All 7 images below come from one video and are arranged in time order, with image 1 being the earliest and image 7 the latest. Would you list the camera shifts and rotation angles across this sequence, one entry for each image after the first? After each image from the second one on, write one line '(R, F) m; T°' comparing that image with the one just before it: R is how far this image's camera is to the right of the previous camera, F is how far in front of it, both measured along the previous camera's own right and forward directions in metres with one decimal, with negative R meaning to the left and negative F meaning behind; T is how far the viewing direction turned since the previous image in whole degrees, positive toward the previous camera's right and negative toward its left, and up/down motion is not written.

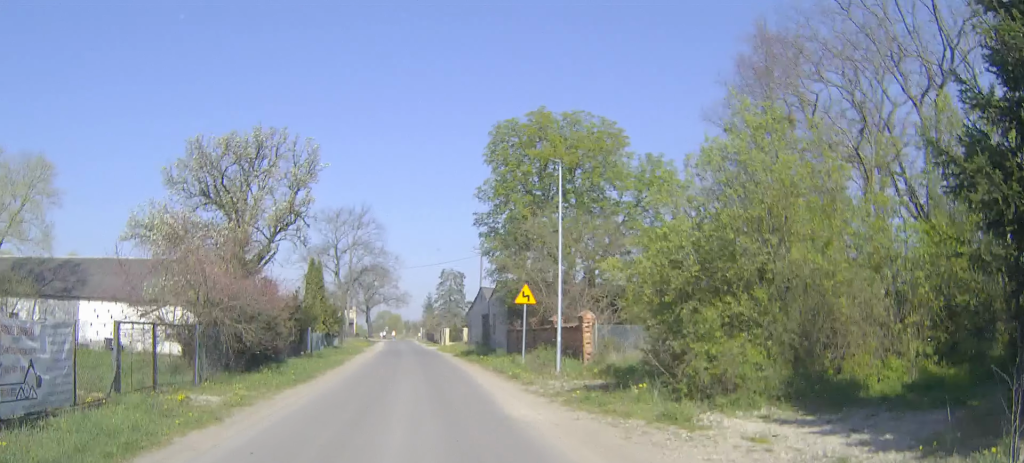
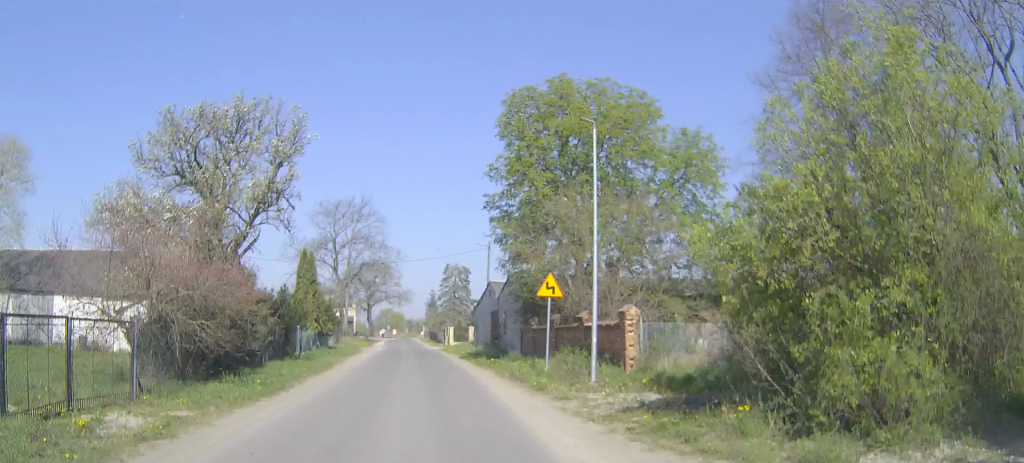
(0.0, +4.2) m; 0°
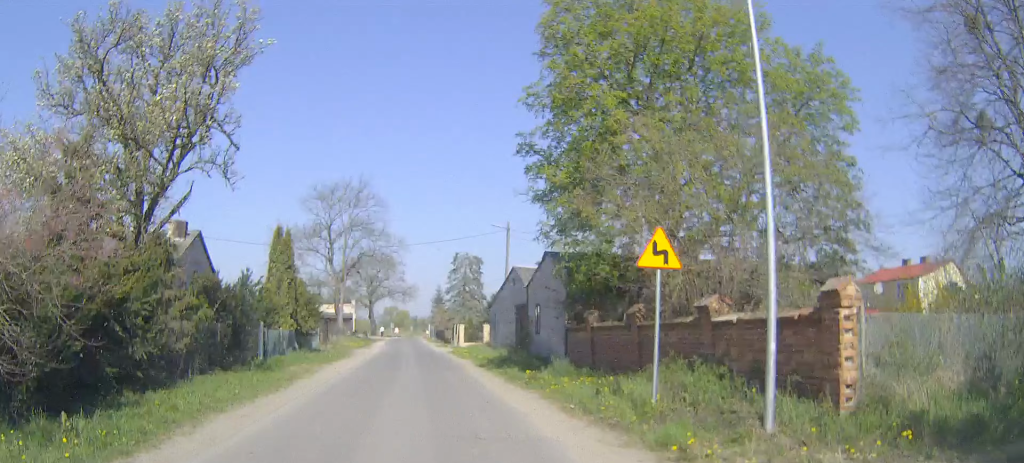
(-0.1, +8.9) m; -1°
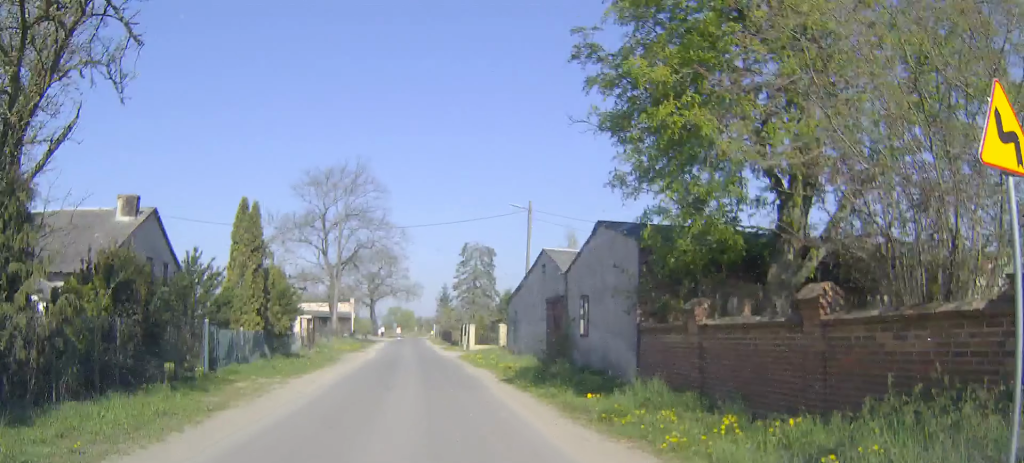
(0.0, +7.1) m; 0°
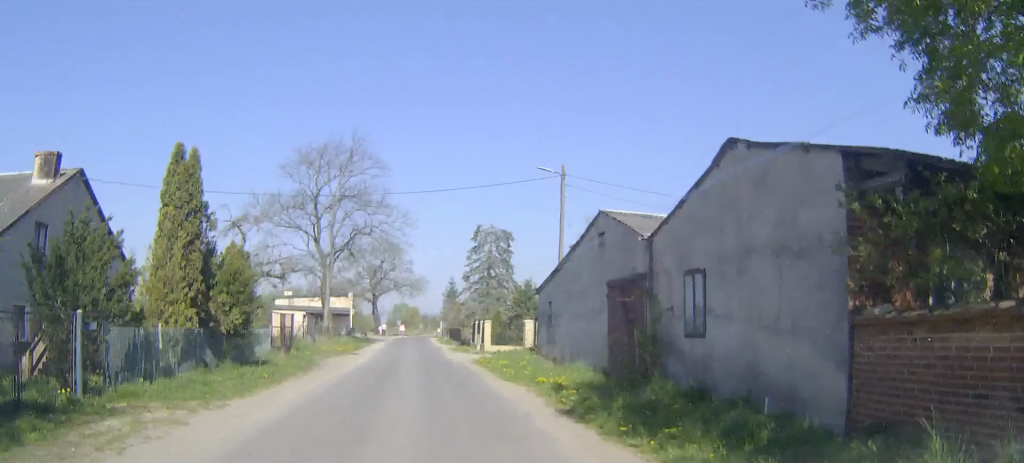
(0.0, +7.6) m; 0°
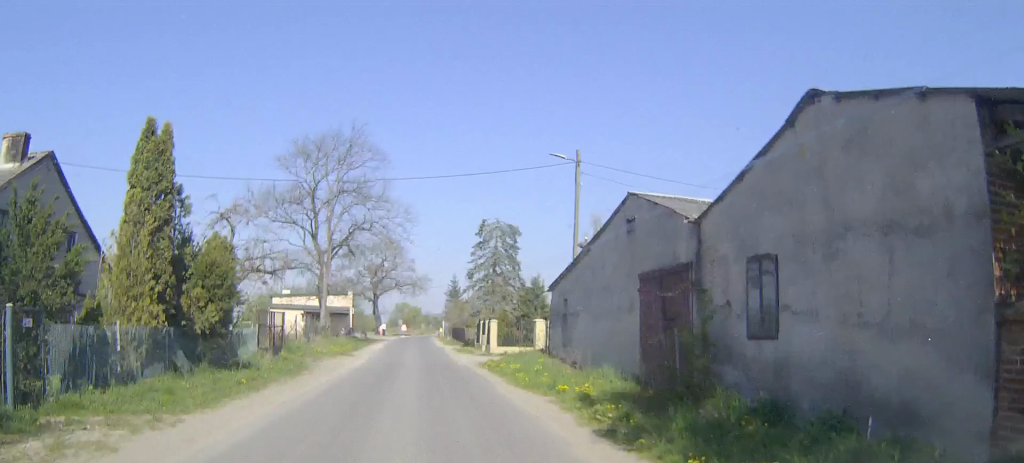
(0.0, +2.4) m; 0°
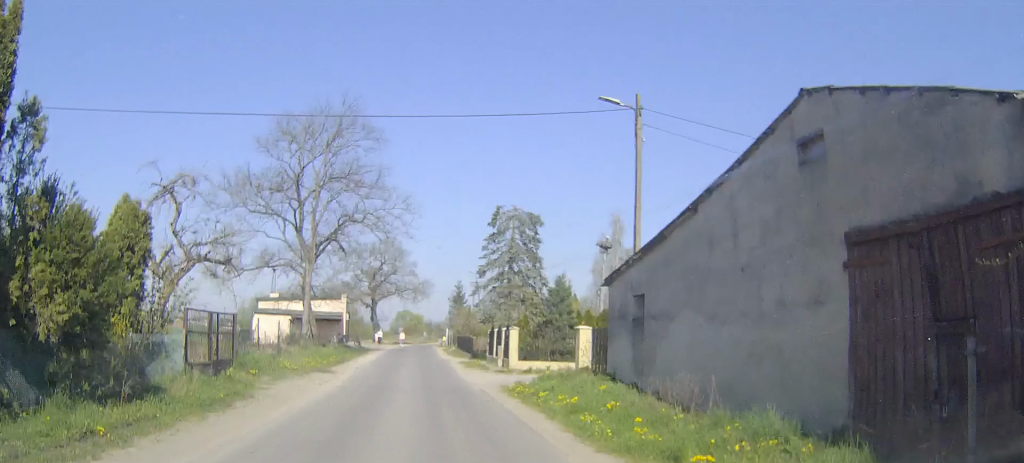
(-0.1, +7.6) m; -1°
